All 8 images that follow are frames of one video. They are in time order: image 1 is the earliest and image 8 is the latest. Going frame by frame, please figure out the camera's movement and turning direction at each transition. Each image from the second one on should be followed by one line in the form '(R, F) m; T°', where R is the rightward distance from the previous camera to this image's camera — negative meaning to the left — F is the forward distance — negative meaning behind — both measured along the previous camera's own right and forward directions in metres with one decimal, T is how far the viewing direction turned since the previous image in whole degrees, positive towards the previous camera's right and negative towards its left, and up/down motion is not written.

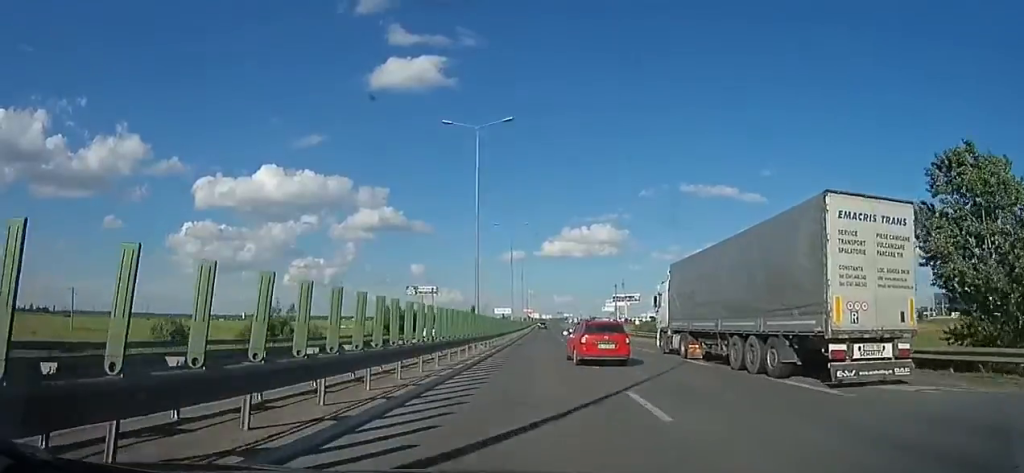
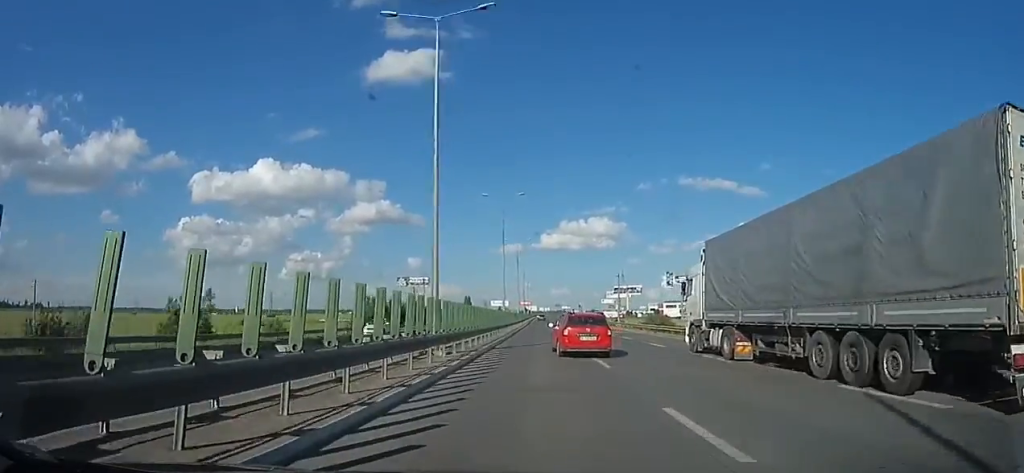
(+0.1, +10.4) m; +1°
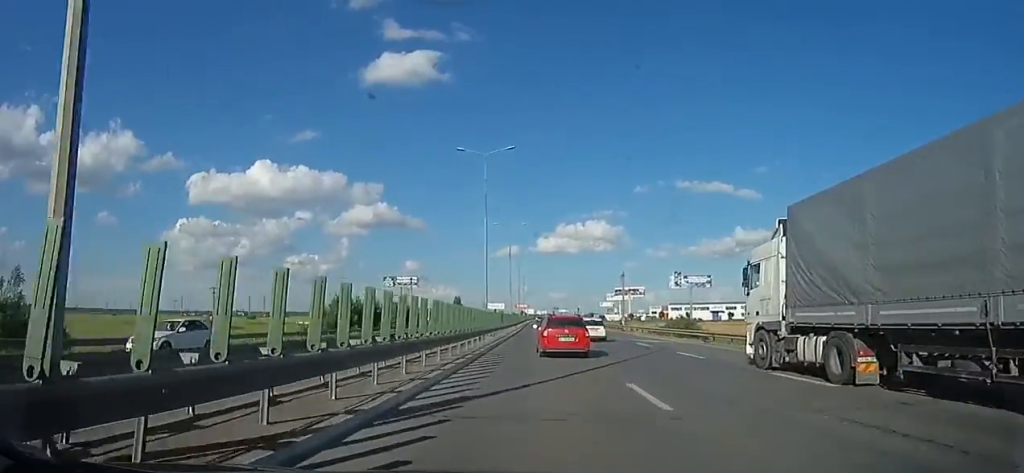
(+0.2, +13.9) m; +1°
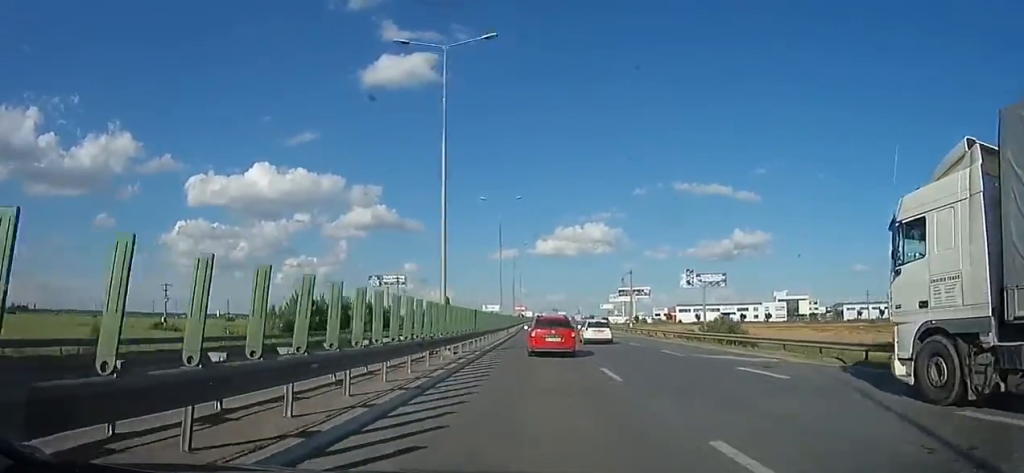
(+0.1, +14.7) m; +1°
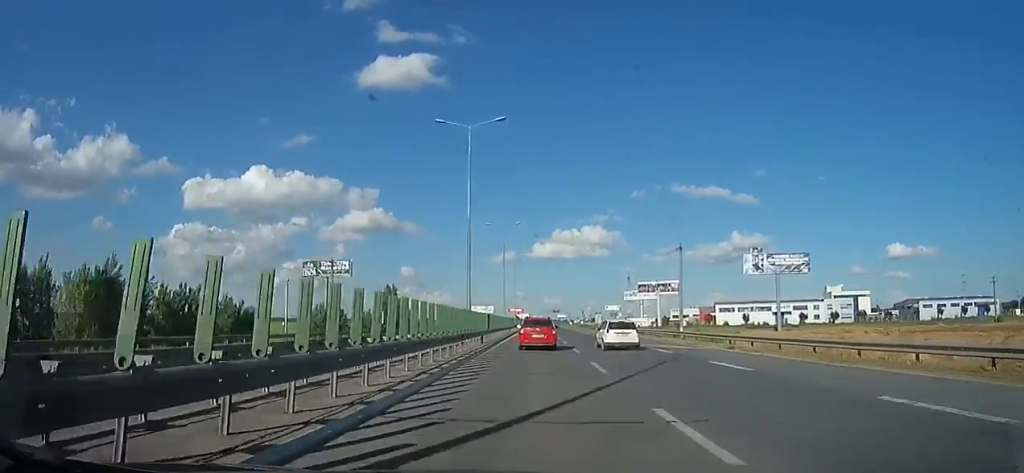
(+0.8, +48.8) m; +1°
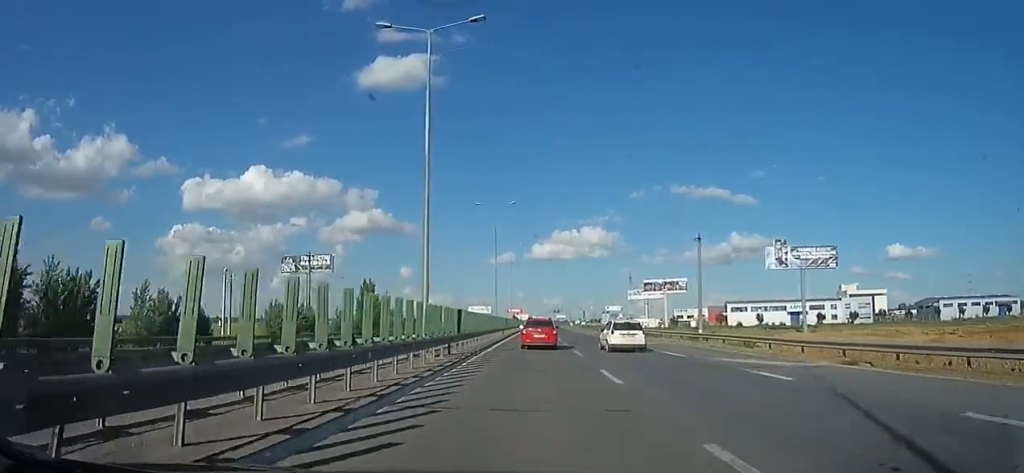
(0.0, +10.6) m; 0°
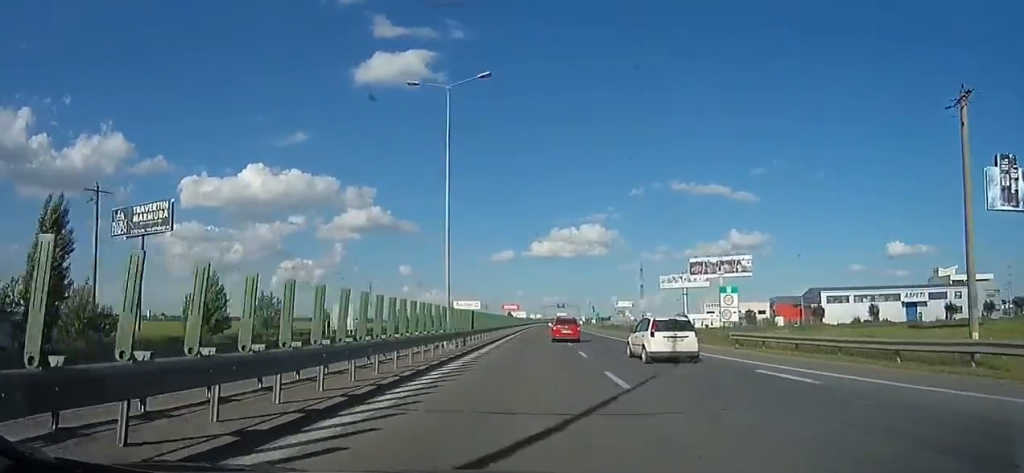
(+0.1, +52.2) m; +1°
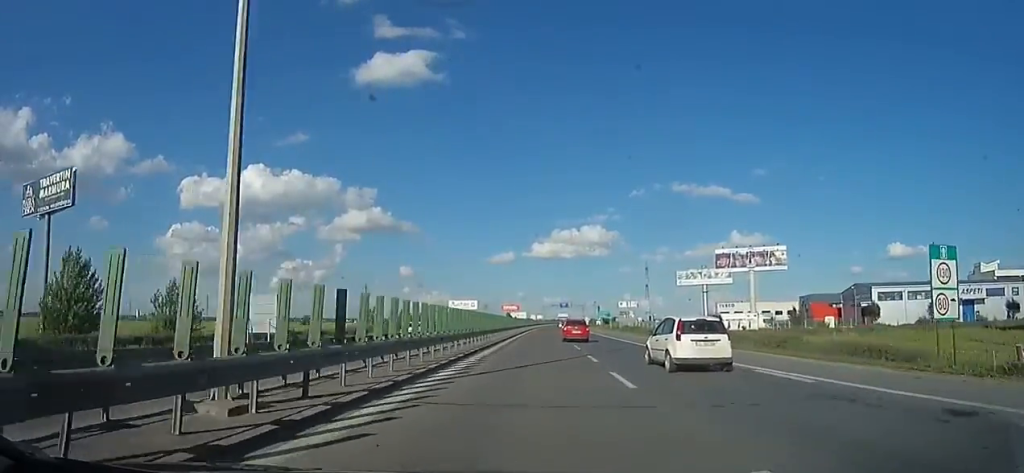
(+0.1, +16.9) m; 0°
